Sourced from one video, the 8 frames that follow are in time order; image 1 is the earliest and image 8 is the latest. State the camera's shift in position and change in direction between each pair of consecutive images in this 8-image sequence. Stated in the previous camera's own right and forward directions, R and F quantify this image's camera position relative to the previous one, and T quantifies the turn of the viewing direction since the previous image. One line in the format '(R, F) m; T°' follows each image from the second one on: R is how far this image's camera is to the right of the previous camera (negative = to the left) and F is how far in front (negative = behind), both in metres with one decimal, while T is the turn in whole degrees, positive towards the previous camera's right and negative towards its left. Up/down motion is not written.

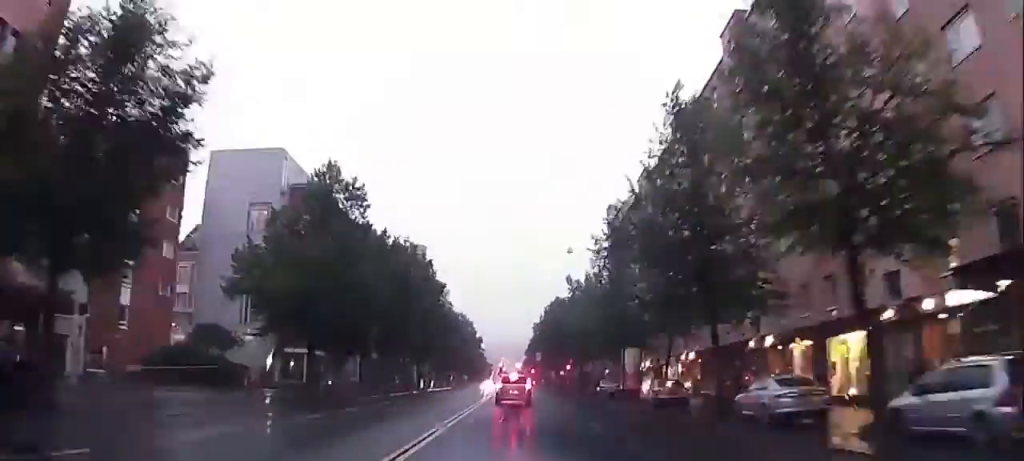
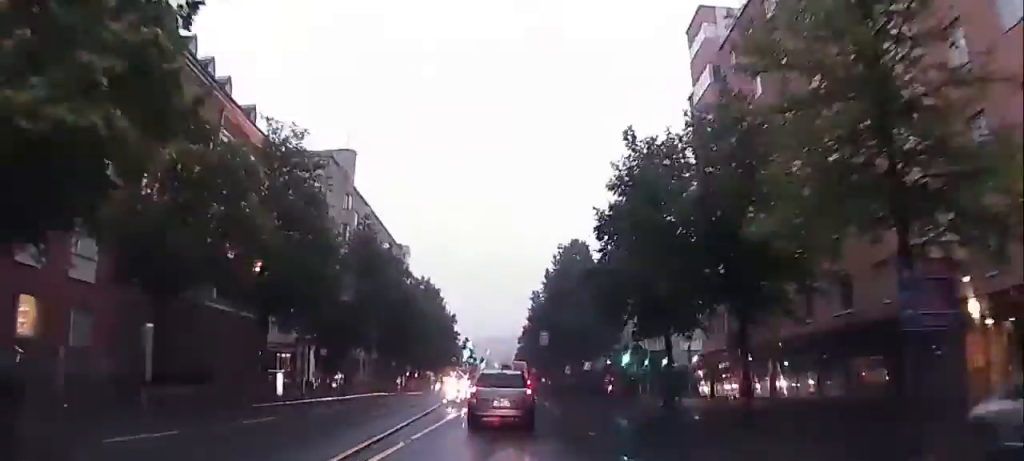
(-0.3, +56.1) m; 0°
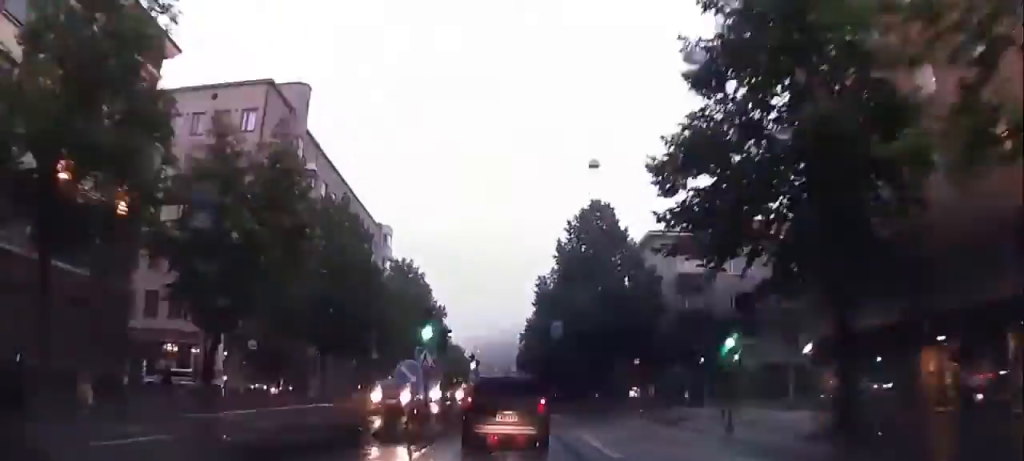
(-0.1, +26.1) m; 0°
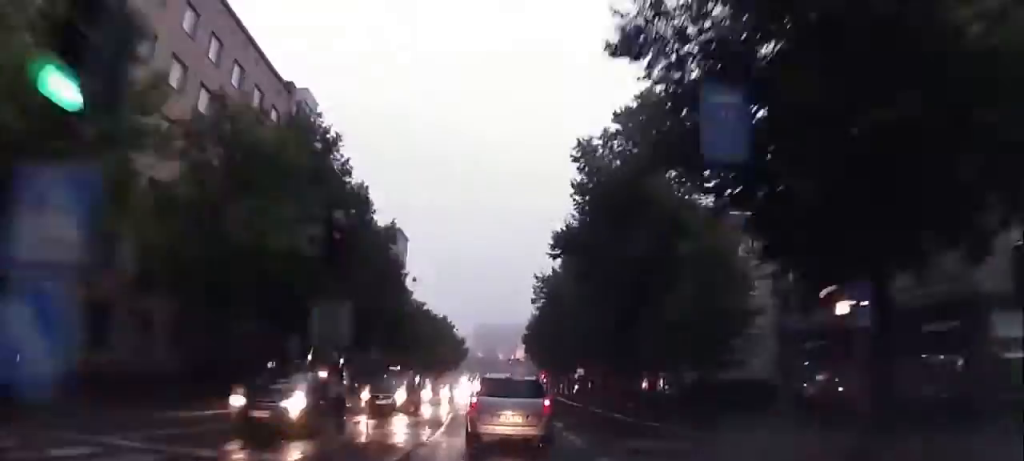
(0.0, +47.3) m; +1°
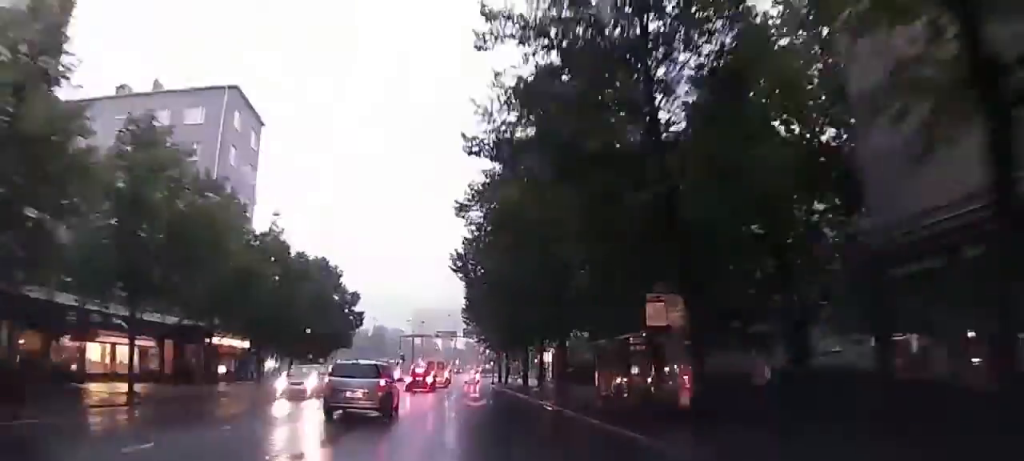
(+0.5, +47.4) m; +1°
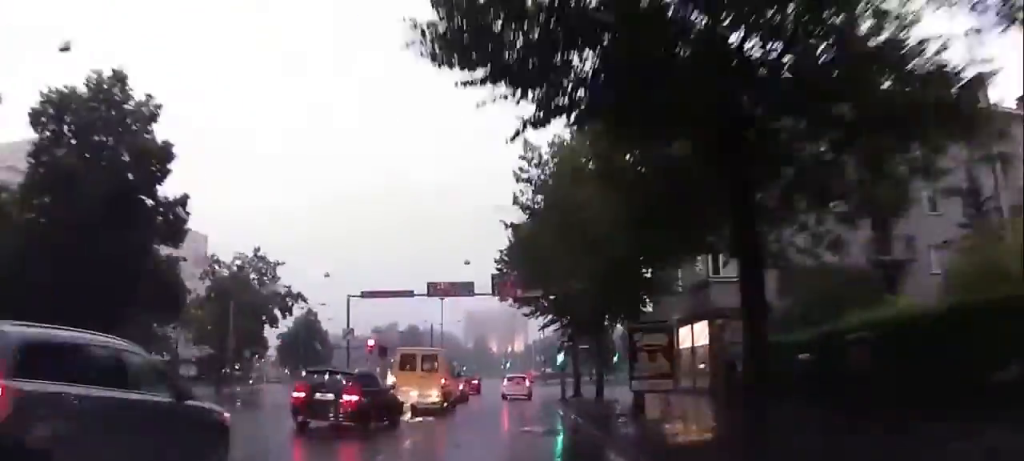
(+0.7, +47.2) m; +4°
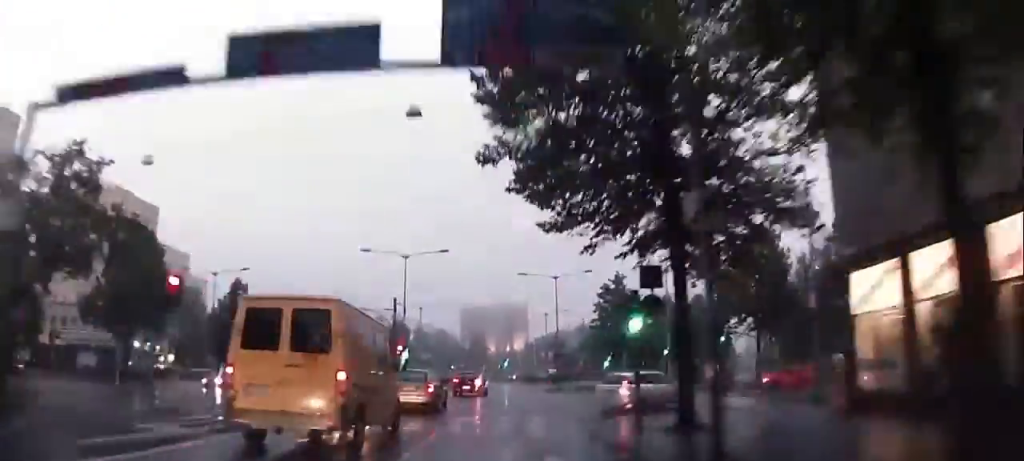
(-0.7, +25.6) m; +3°
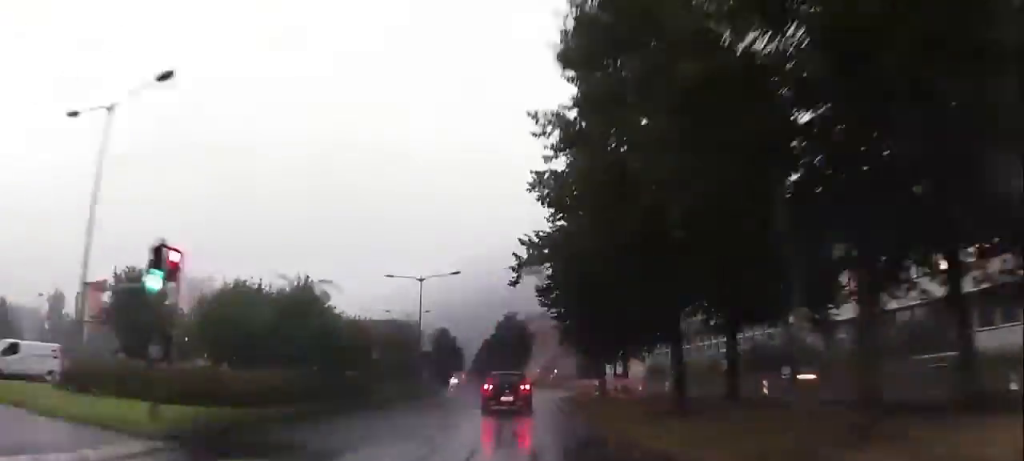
(+15.7, +98.1) m; +16°
